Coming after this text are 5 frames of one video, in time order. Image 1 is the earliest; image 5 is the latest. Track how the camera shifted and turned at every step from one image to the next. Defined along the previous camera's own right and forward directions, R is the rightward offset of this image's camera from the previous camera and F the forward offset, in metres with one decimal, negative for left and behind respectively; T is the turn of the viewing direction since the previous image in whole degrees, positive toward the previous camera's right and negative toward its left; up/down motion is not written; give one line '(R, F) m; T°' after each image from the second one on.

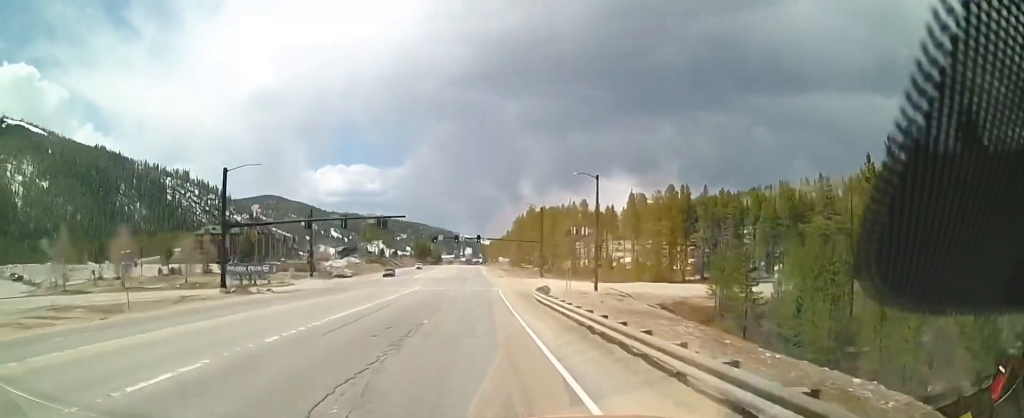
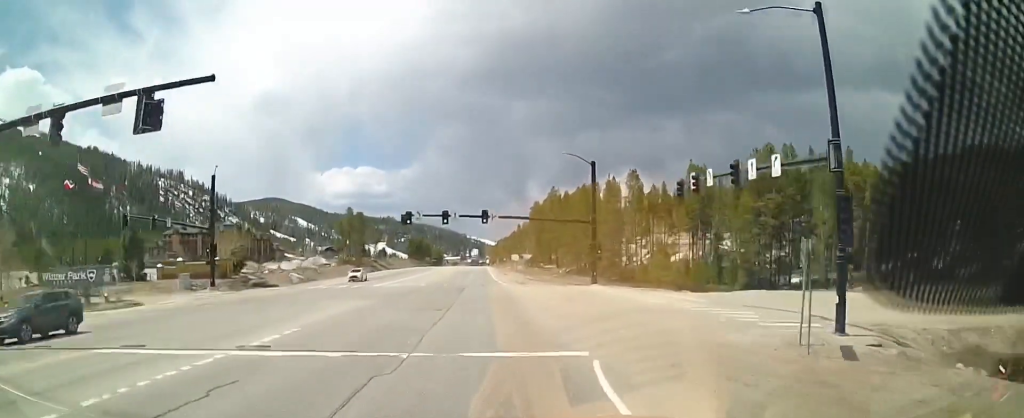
(-0.5, +40.5) m; -1°
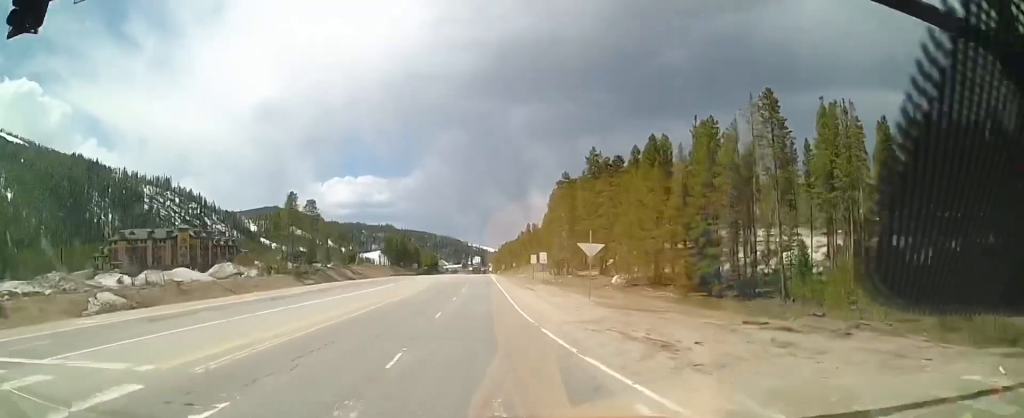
(-0.6, +47.3) m; 0°
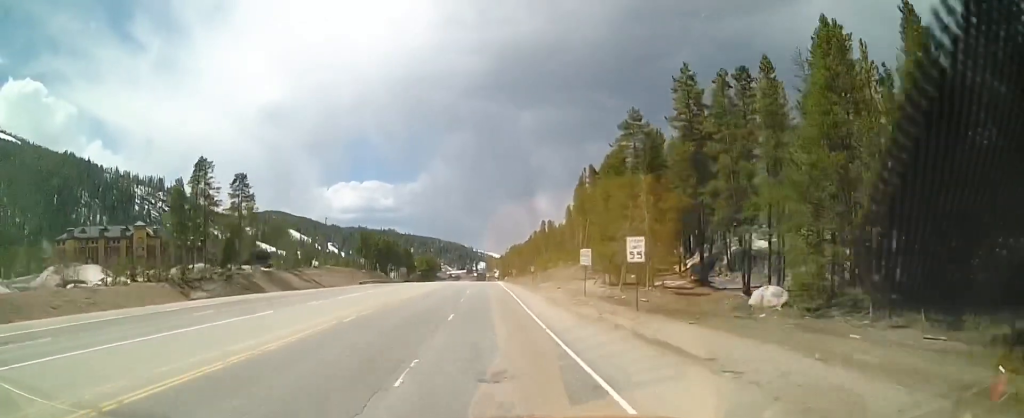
(+0.6, +37.6) m; +1°
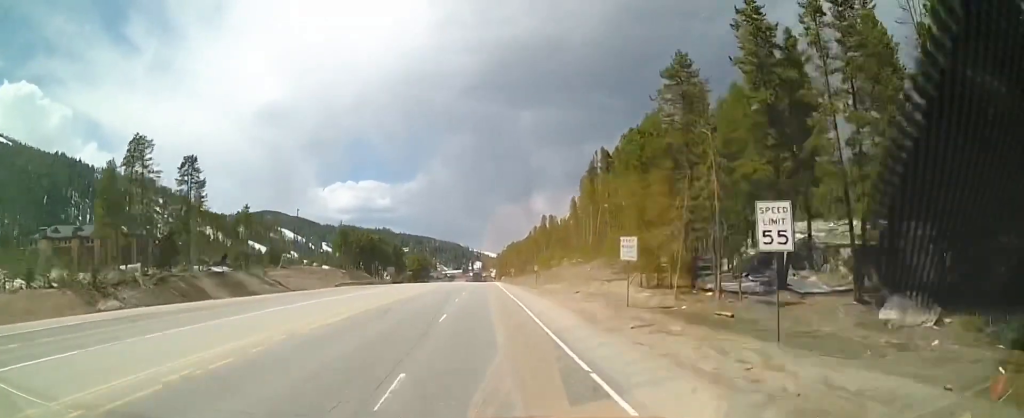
(0.0, +13.9) m; 0°
